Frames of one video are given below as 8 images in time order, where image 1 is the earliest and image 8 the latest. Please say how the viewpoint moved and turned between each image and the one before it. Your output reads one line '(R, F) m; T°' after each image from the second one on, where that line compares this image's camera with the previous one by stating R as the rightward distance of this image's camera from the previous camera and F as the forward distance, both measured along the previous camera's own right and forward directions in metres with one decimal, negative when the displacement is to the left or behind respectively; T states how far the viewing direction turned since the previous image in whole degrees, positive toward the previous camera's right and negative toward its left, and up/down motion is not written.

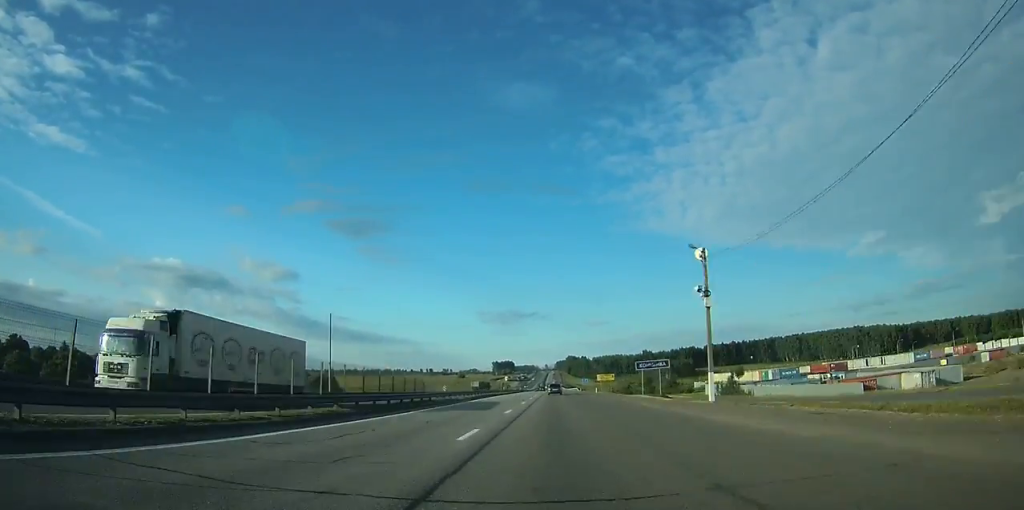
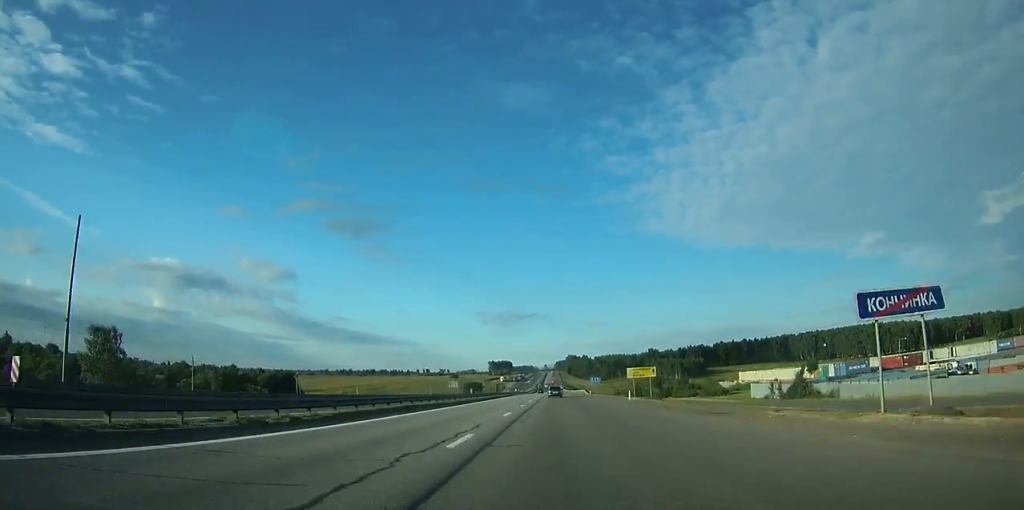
(0.0, +36.7) m; 0°
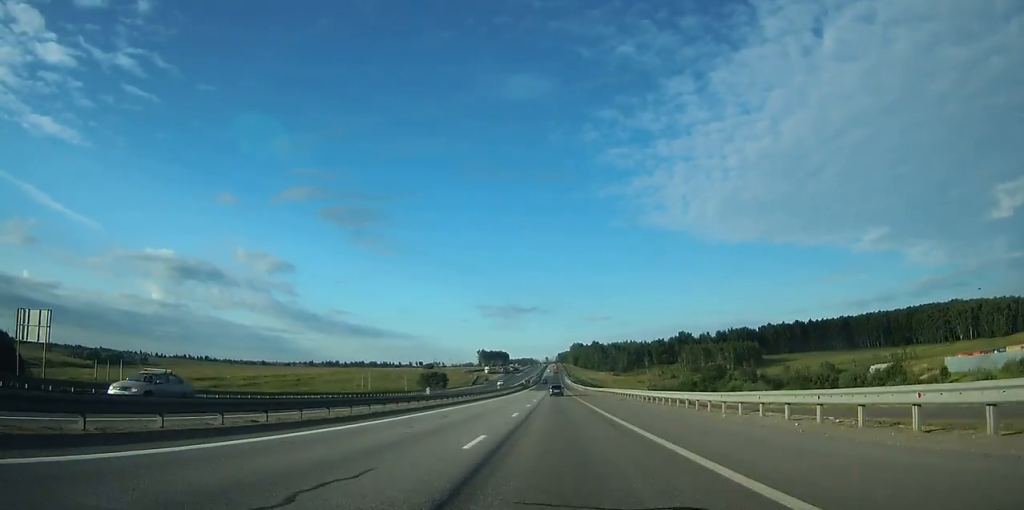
(0.0, +125.2) m; 0°
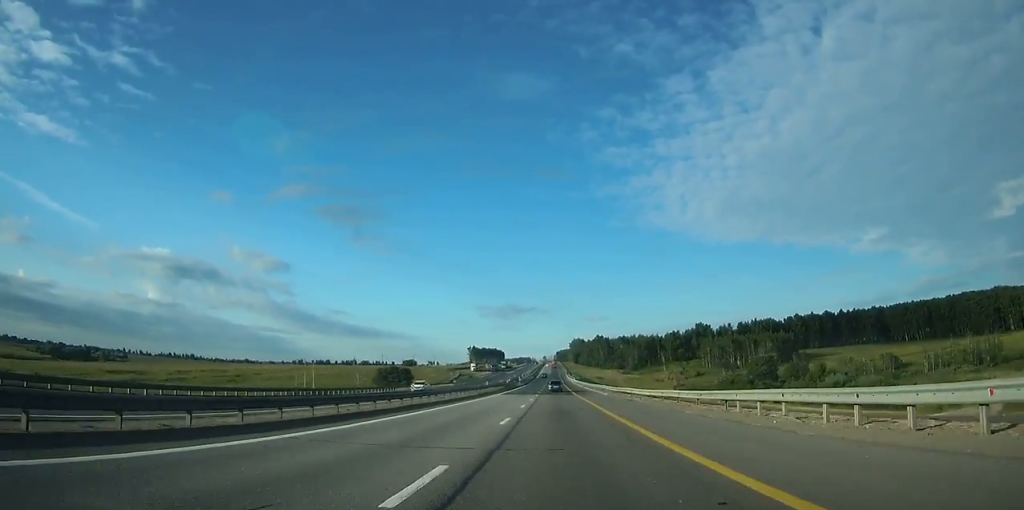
(0.0, +56.5) m; 0°
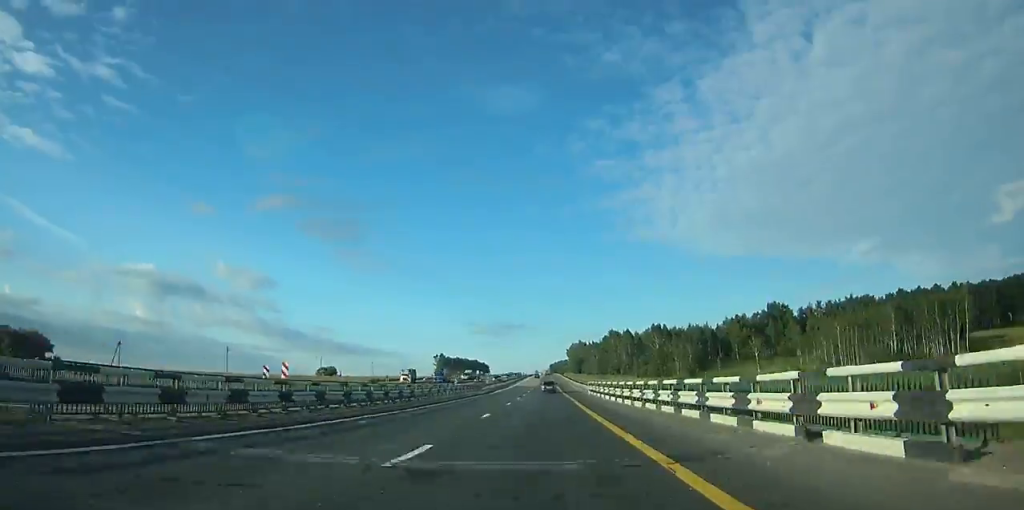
(+0.2, +134.4) m; 0°
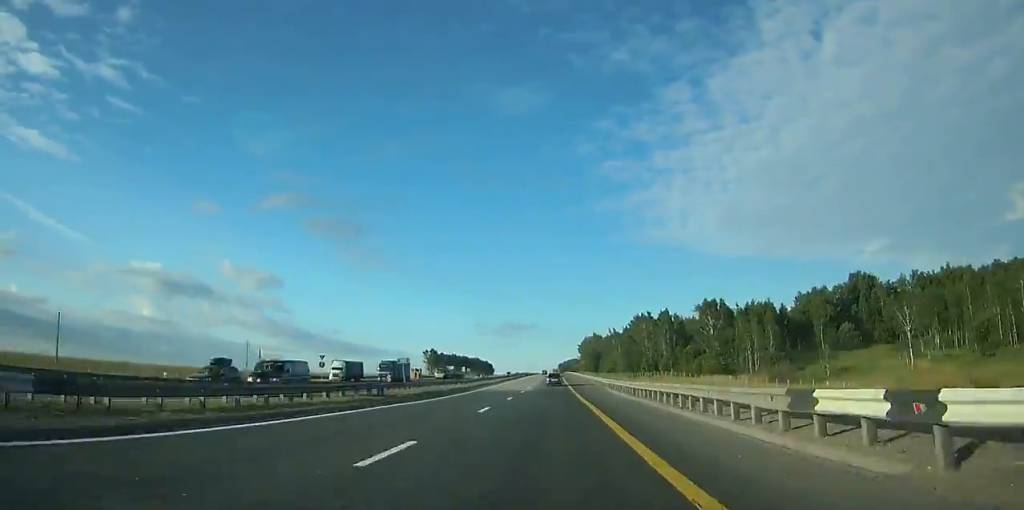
(0.0, +61.5) m; 0°
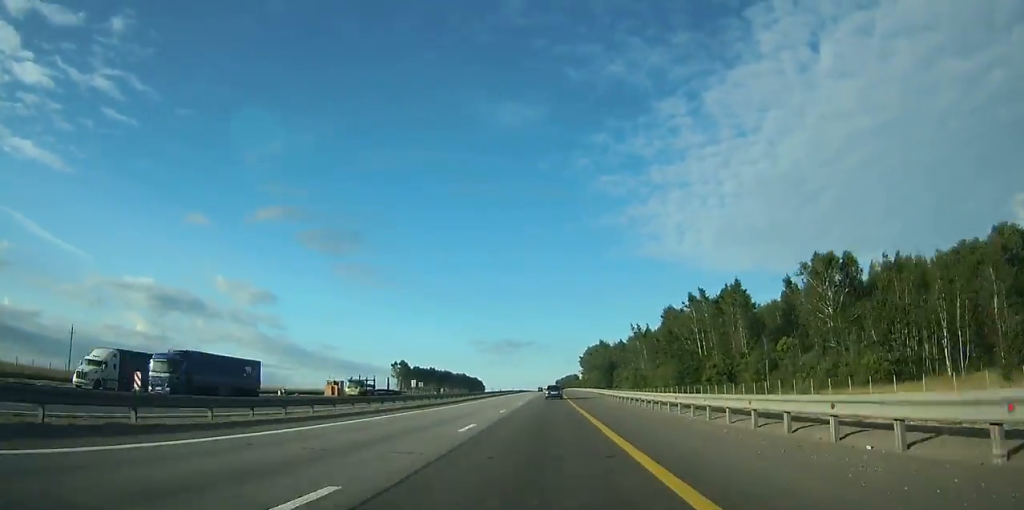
(-0.1, +64.8) m; 0°
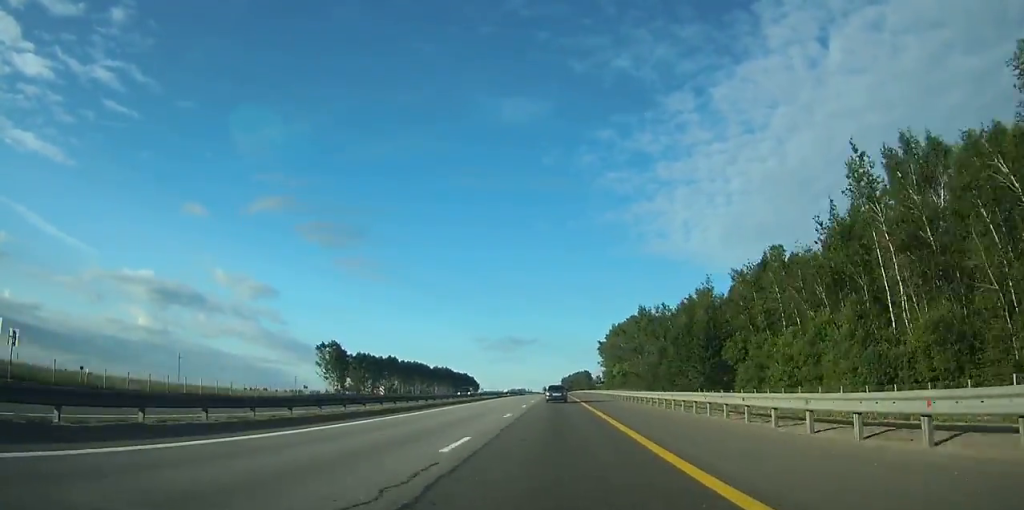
(-0.4, +99.2) m; 0°
